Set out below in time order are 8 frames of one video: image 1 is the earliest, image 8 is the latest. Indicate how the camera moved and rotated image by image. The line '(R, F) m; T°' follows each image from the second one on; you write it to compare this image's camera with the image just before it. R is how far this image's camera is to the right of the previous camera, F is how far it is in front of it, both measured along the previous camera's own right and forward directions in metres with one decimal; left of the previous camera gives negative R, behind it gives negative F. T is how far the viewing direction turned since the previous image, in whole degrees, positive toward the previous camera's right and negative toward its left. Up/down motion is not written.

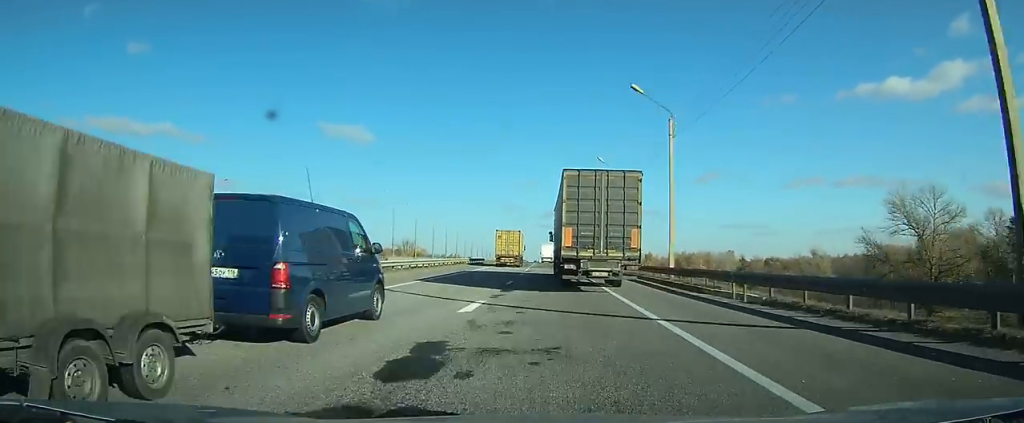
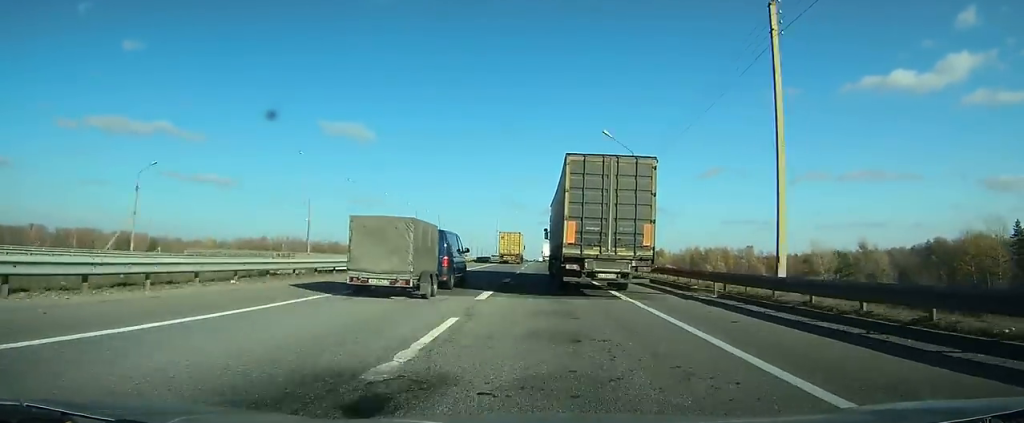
(-0.3, +42.4) m; -1°
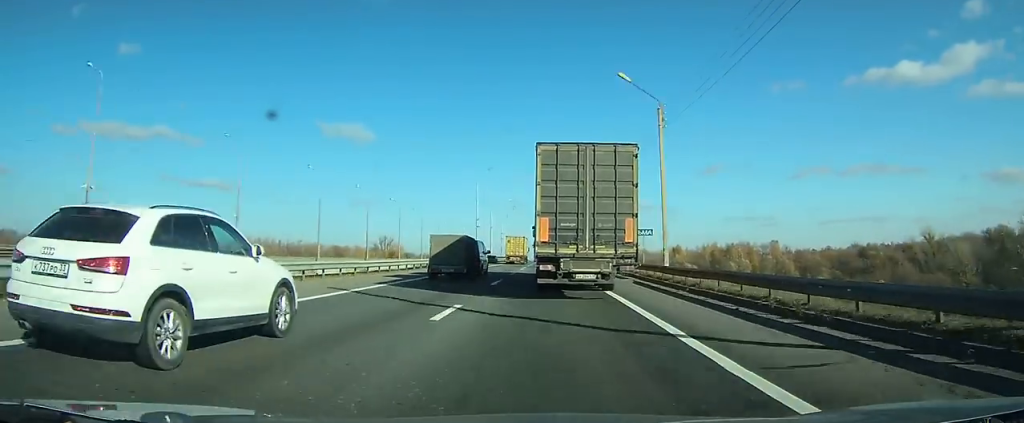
(-0.2, +39.1) m; 0°
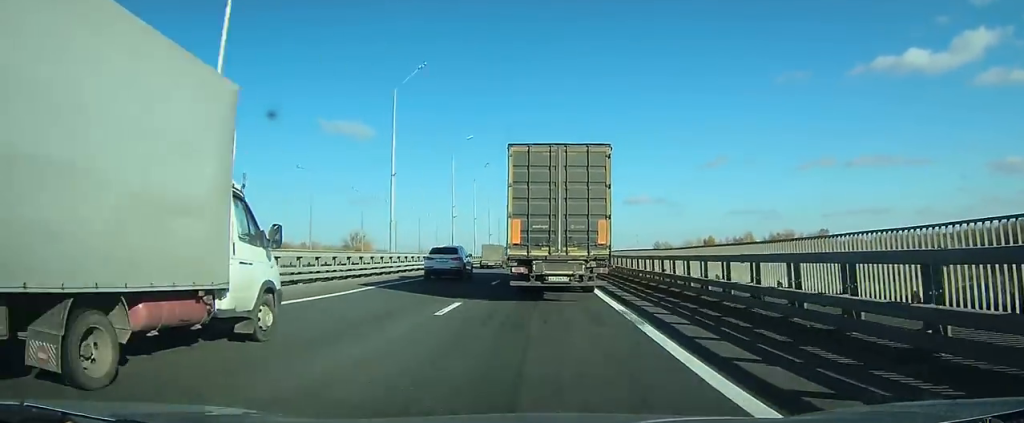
(-0.1, +64.8) m; 0°
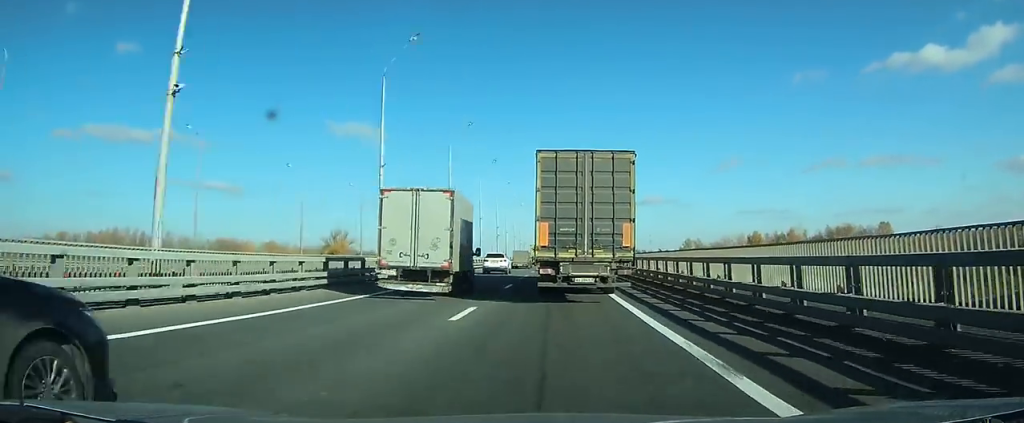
(-0.4, +47.4) m; -1°
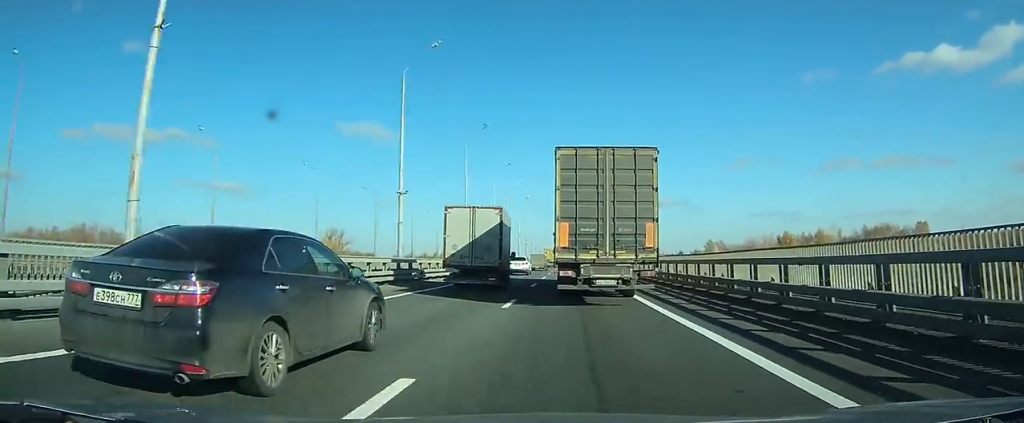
(-0.1, +21.6) m; 0°
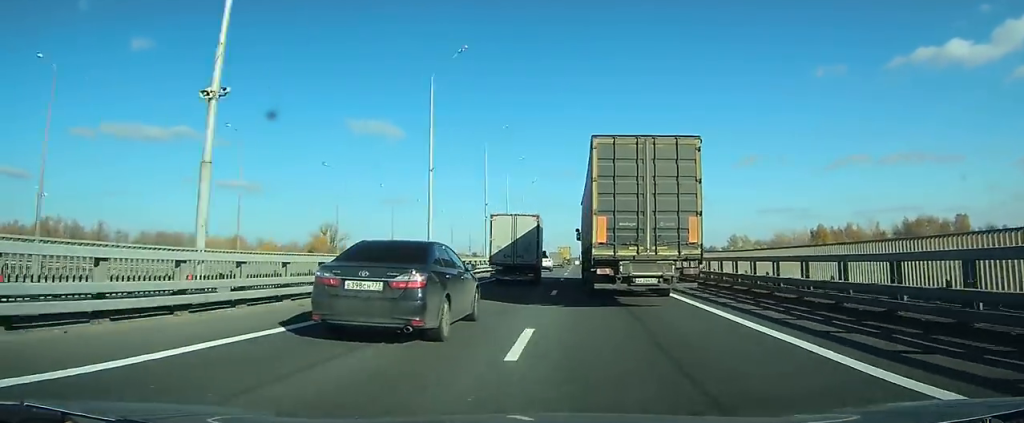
(0.0, +20.1) m; 0°
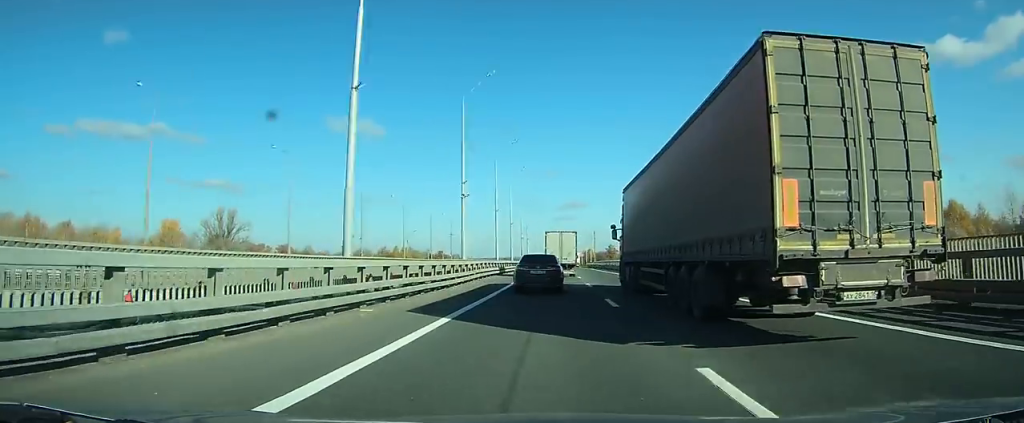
(+0.5, +76.5) m; +1°
